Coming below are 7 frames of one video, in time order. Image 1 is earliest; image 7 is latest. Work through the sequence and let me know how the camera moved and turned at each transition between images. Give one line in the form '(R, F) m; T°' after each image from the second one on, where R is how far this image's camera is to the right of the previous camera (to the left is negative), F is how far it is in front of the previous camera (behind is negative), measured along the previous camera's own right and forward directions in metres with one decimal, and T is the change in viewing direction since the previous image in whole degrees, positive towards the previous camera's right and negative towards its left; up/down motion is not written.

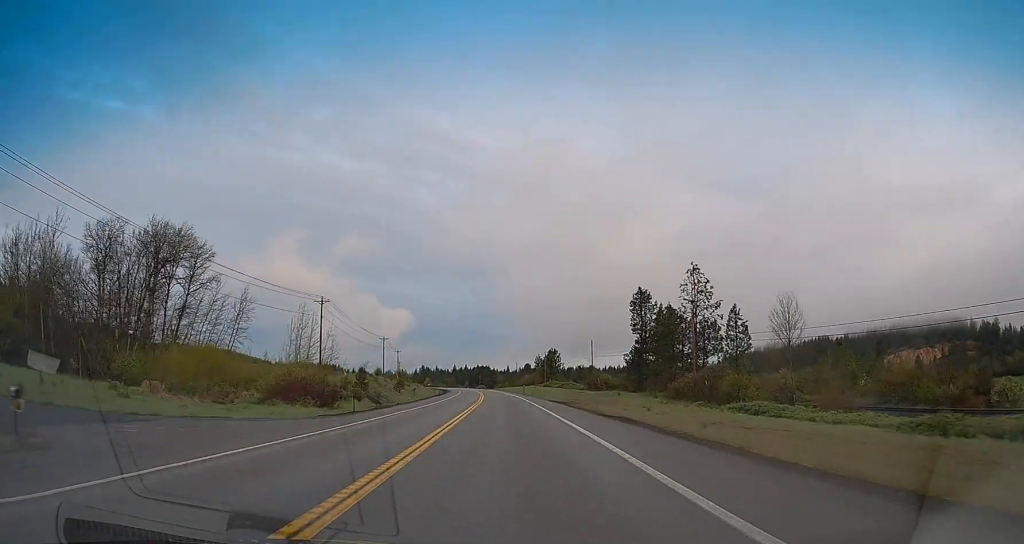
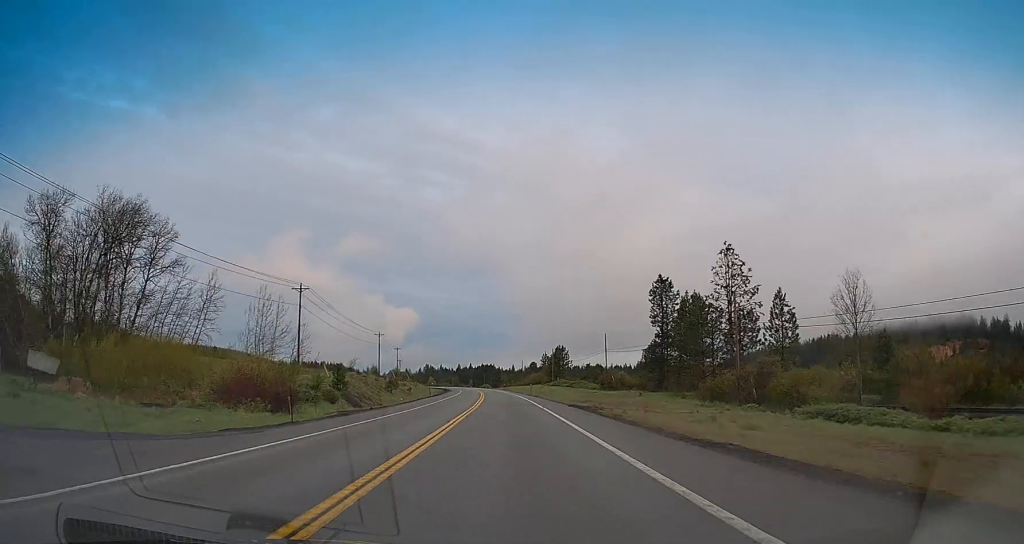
(-0.1, +11.8) m; 0°
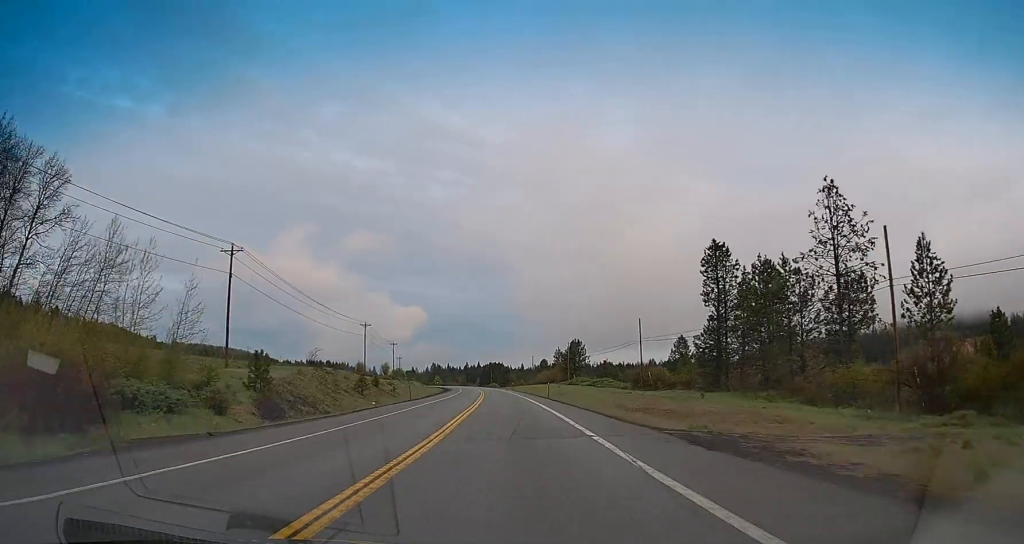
(-0.1, +23.6) m; -1°
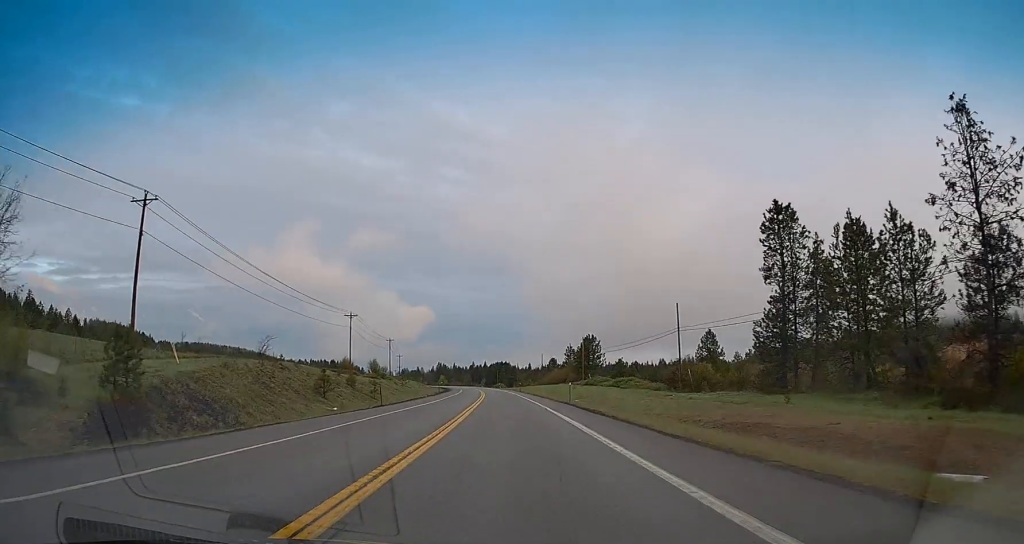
(0.0, +17.2) m; -1°
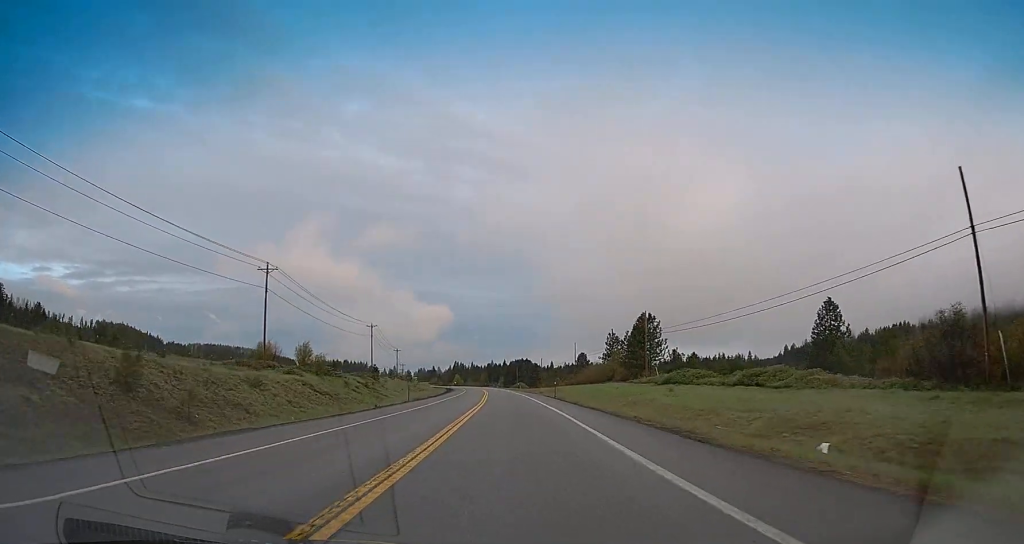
(-0.7, +48.0) m; -1°
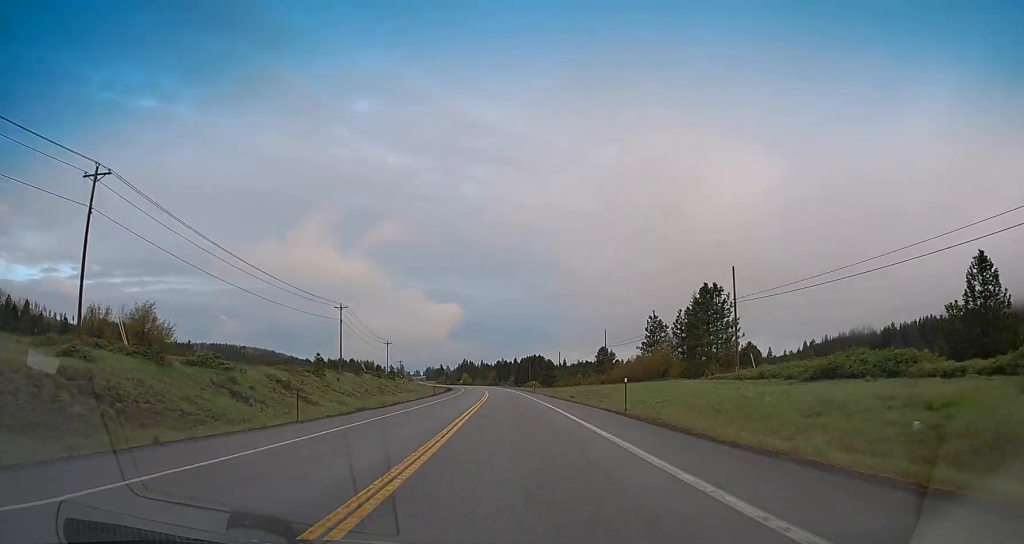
(-0.4, +33.4) m; -1°
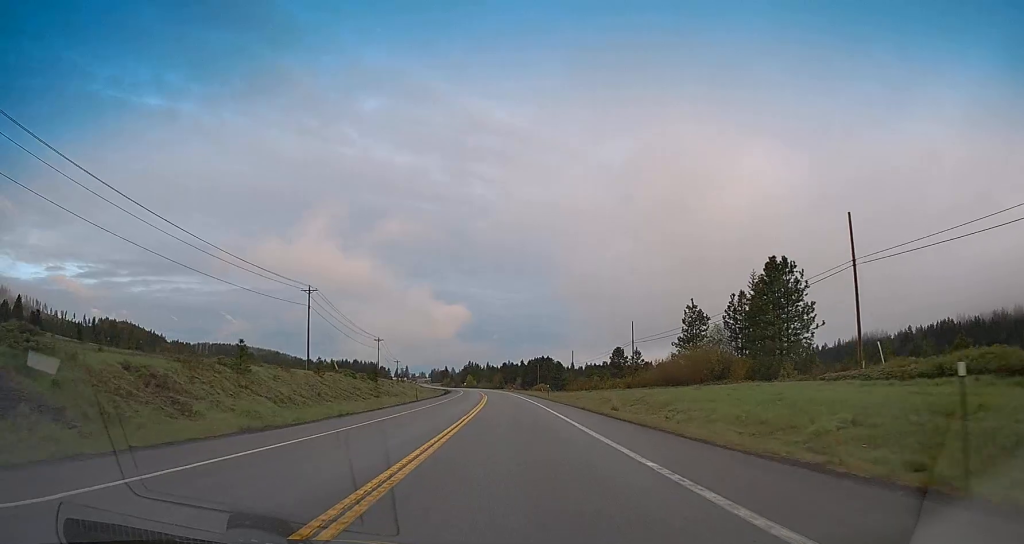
(0.0, +20.8) m; -1°
